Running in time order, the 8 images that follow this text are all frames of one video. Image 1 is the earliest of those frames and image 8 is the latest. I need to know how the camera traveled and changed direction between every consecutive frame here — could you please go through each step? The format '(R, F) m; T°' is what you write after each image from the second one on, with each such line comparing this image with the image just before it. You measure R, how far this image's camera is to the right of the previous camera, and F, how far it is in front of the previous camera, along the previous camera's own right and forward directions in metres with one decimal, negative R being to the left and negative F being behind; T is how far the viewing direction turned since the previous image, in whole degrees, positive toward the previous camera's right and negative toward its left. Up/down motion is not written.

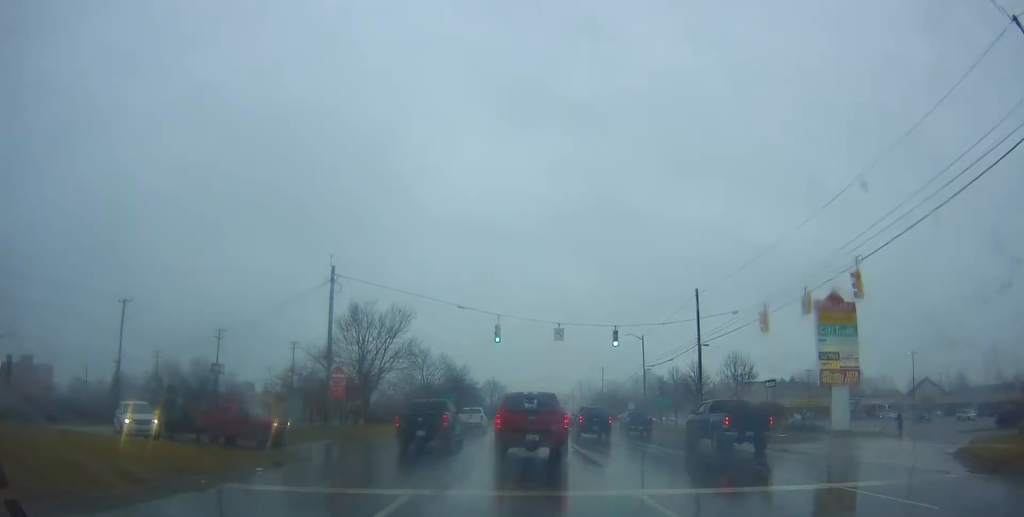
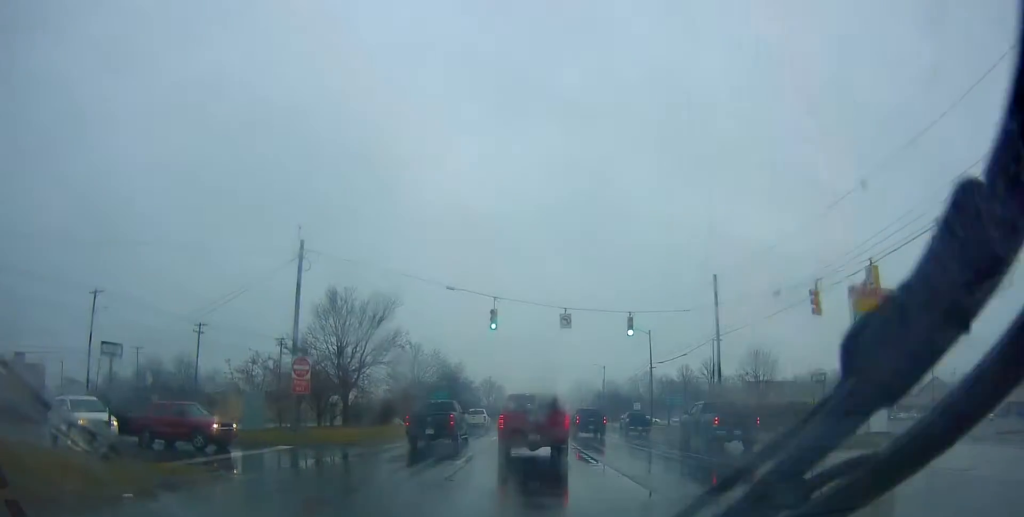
(-0.6, +5.0) m; +2°
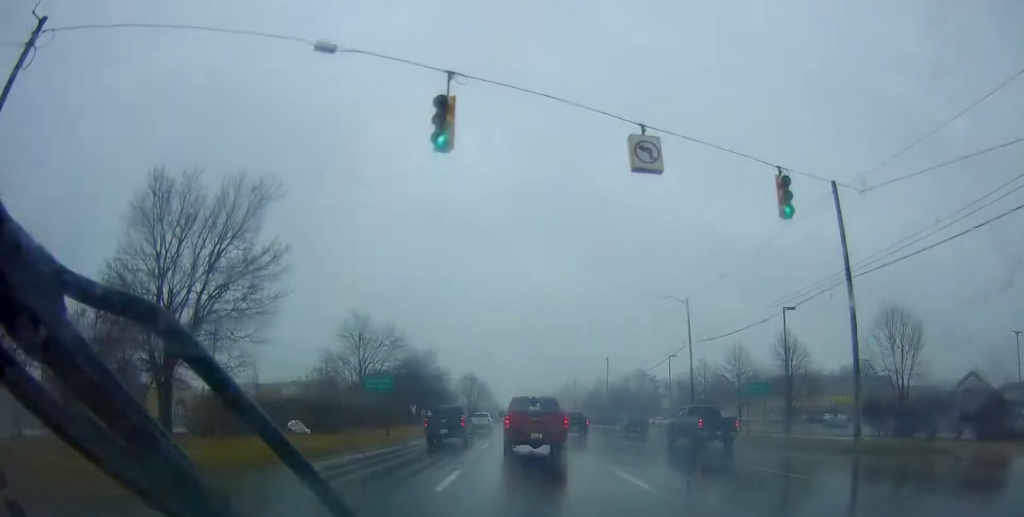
(-0.1, +20.6) m; 0°
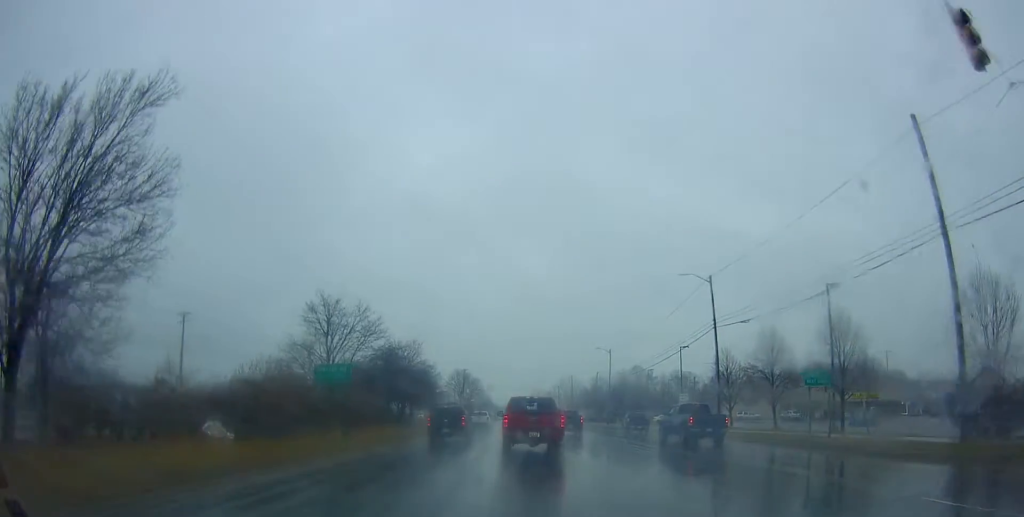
(+0.7, +7.7) m; +5°
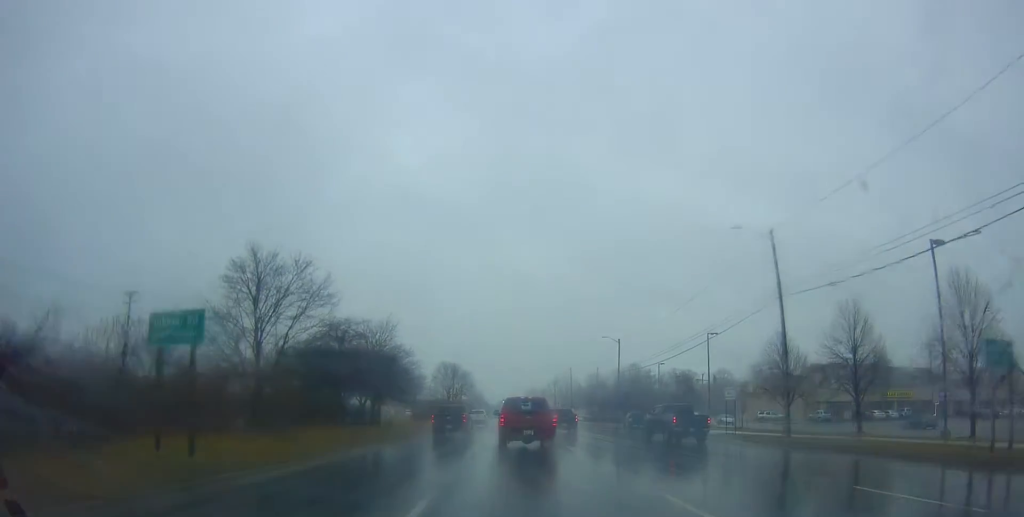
(-0.1, +12.2) m; -4°
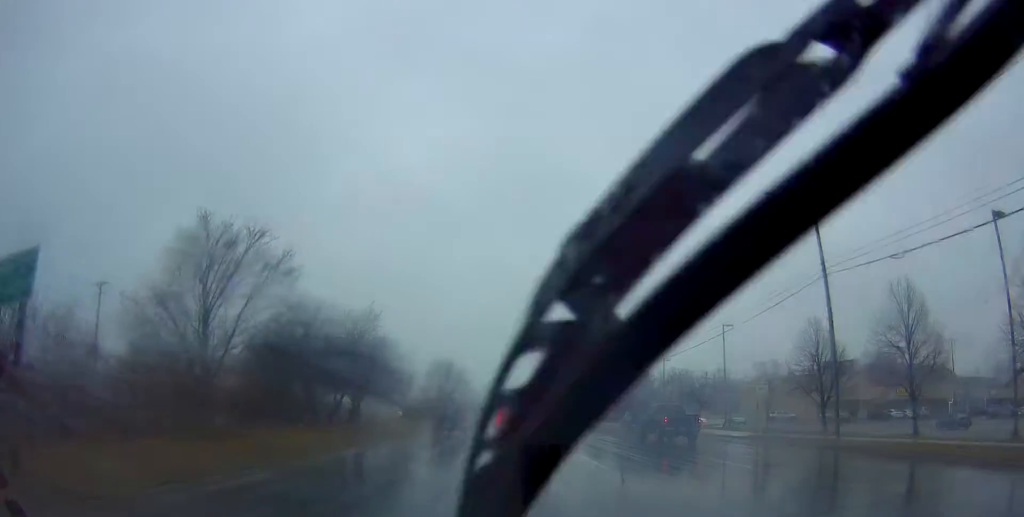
(-0.4, +5.7) m; 0°
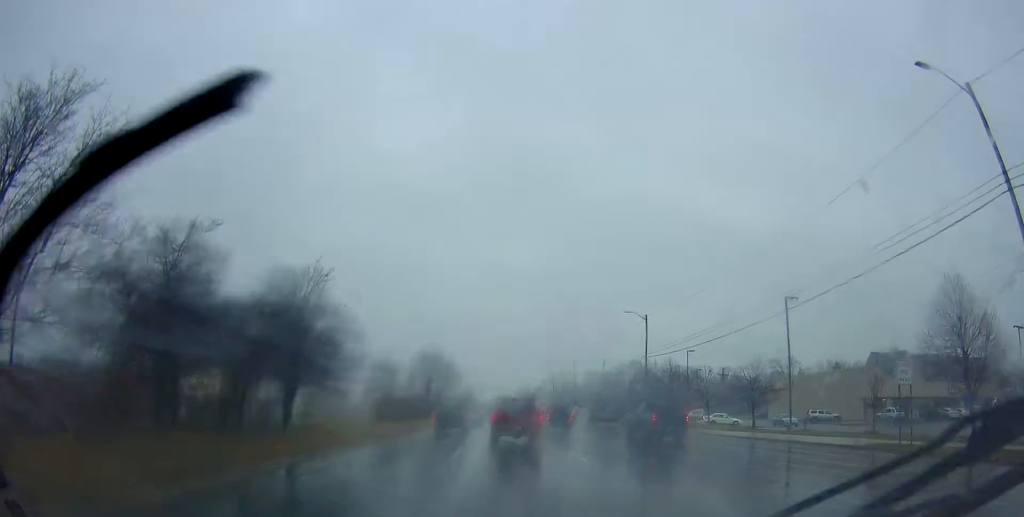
(+0.2, +13.9) m; +2°
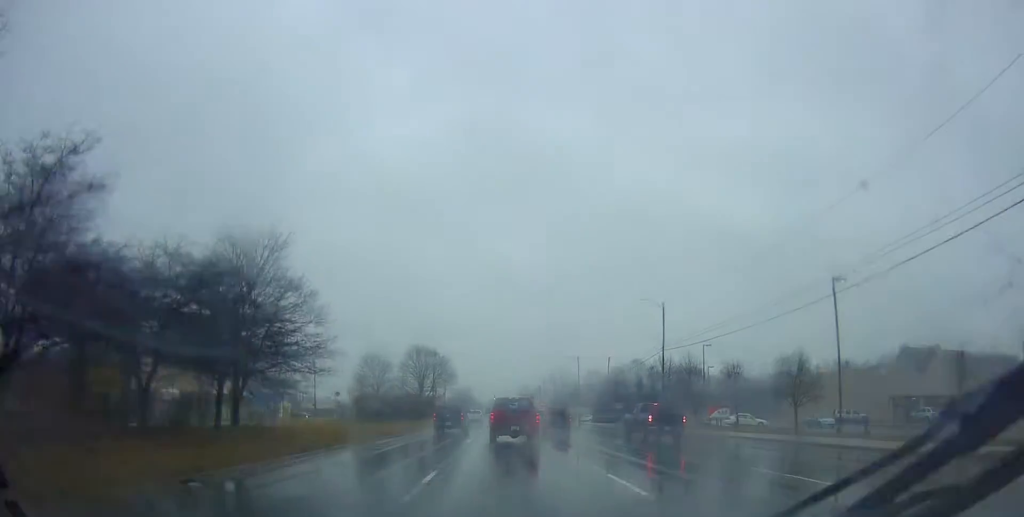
(+0.2, +7.0) m; 0°
